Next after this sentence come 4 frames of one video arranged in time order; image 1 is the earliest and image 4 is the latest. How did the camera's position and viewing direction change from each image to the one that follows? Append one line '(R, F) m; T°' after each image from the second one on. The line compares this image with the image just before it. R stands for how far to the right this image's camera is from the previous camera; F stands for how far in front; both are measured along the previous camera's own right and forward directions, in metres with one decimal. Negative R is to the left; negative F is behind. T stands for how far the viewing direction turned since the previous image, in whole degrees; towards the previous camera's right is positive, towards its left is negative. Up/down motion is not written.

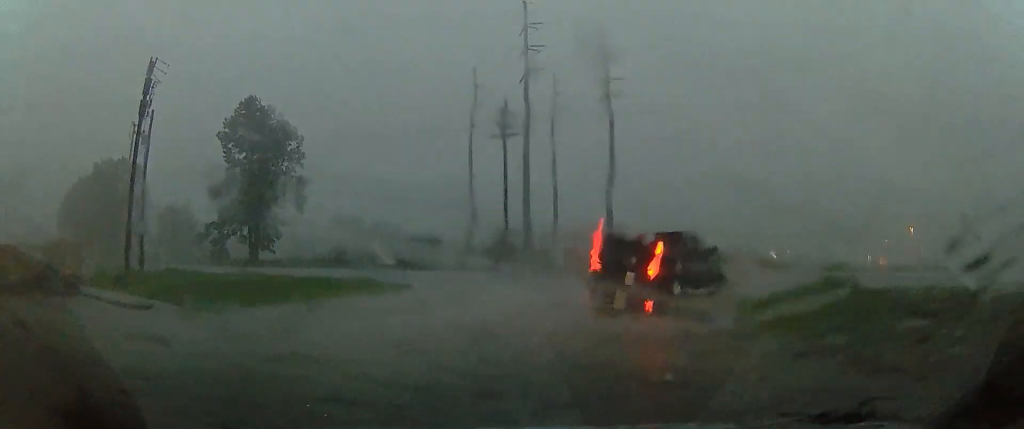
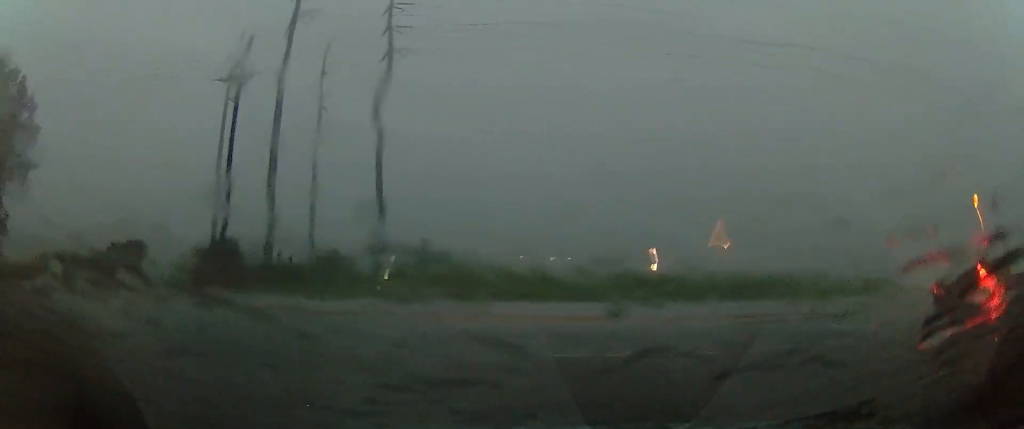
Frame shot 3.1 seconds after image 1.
(+1.1, +16.3) m; +23°
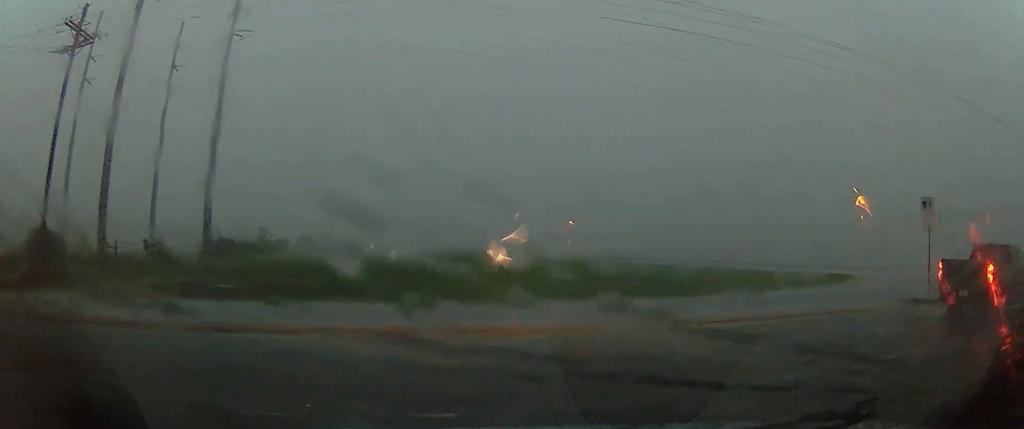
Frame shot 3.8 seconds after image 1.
(+0.1, +3.6) m; +16°
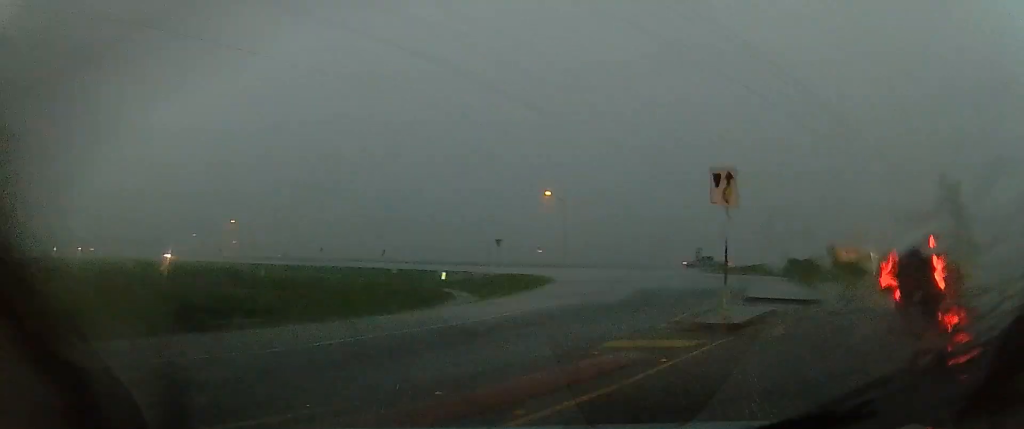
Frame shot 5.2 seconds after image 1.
(+2.2, +6.9) m; +31°
